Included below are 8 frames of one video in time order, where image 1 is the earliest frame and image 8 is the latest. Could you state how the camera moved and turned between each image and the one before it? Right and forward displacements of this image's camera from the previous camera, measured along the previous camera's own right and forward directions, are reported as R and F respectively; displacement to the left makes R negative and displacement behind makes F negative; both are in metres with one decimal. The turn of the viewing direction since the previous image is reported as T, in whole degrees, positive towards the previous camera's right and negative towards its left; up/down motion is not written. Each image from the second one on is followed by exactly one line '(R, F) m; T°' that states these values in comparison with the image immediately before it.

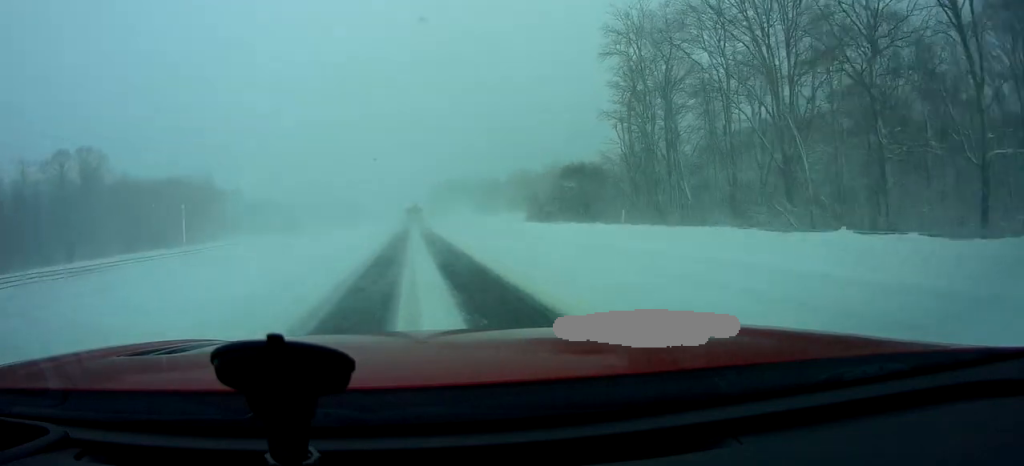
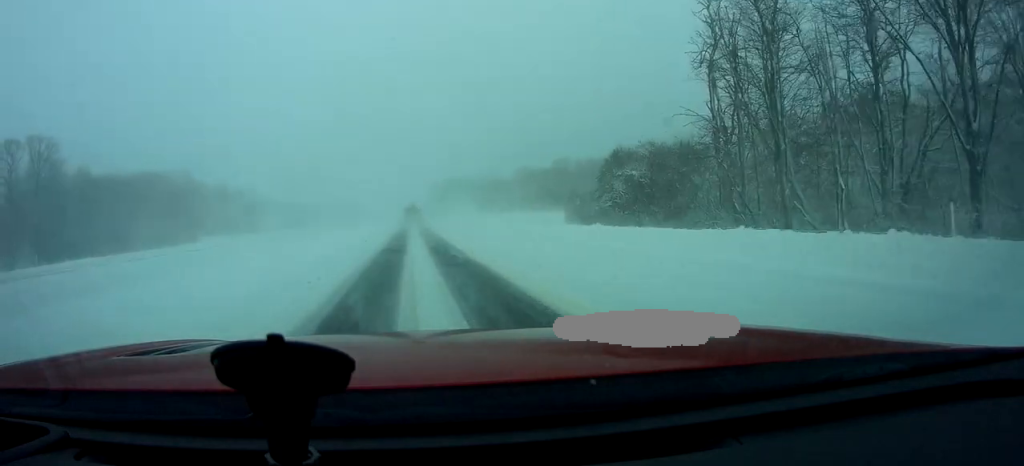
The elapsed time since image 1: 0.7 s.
(0.0, +16.8) m; +1°
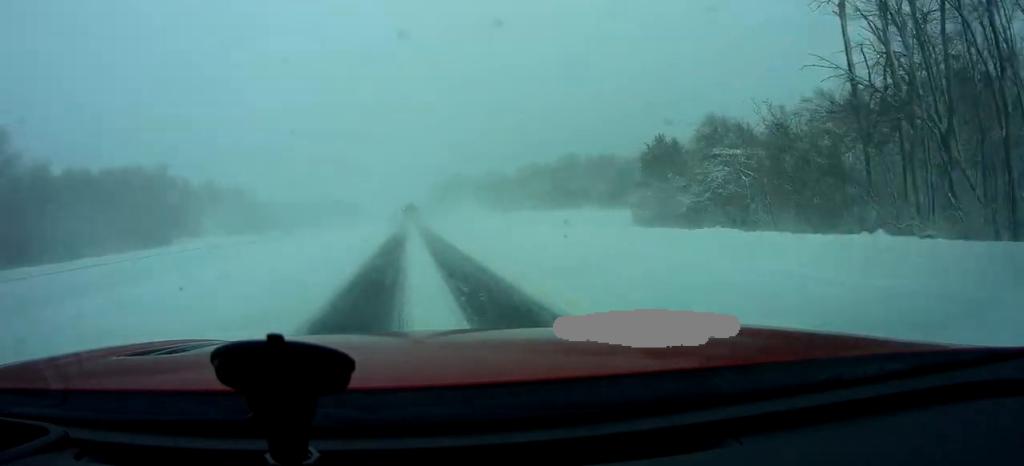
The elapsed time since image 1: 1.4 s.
(+0.5, +15.1) m; +2°
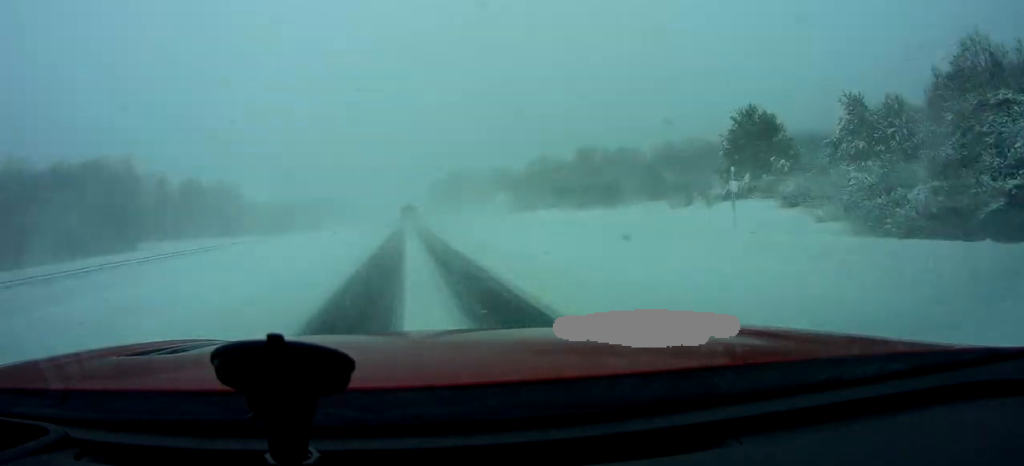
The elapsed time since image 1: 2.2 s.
(0.0, +18.8) m; -1°
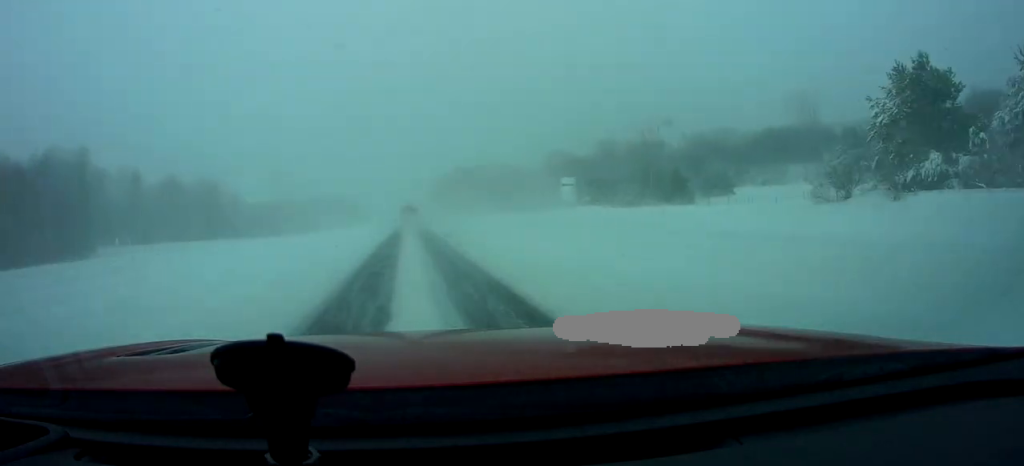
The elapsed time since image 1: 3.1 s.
(-0.4, +19.5) m; -1°
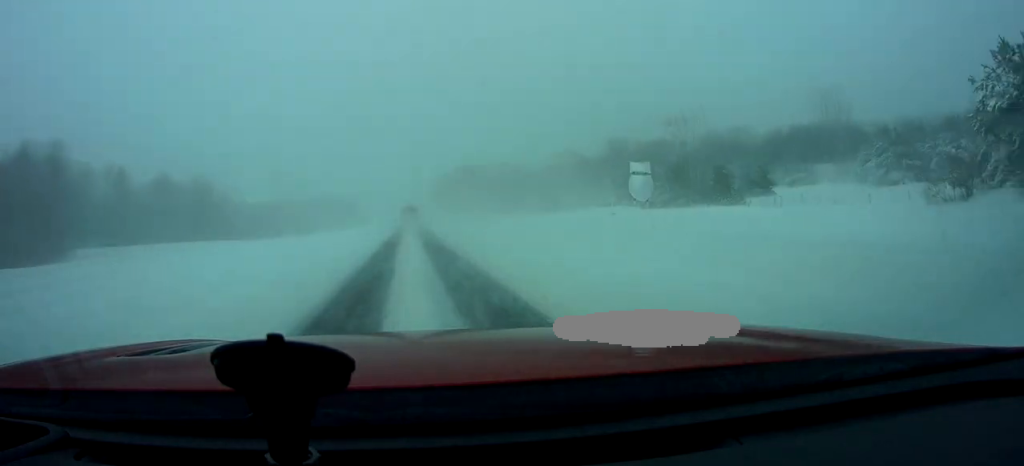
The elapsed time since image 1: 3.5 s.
(-0.1, +8.9) m; 0°
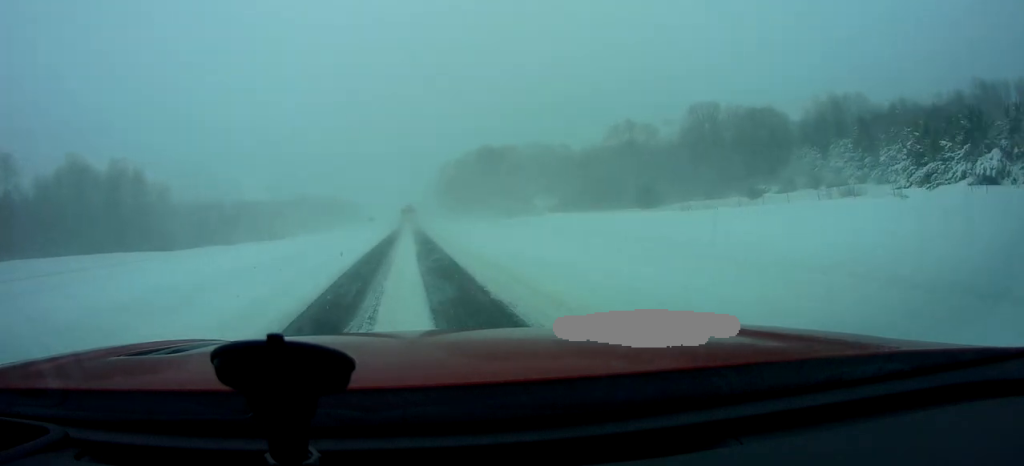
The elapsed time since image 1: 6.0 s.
(+1.6, +54.8) m; +2°
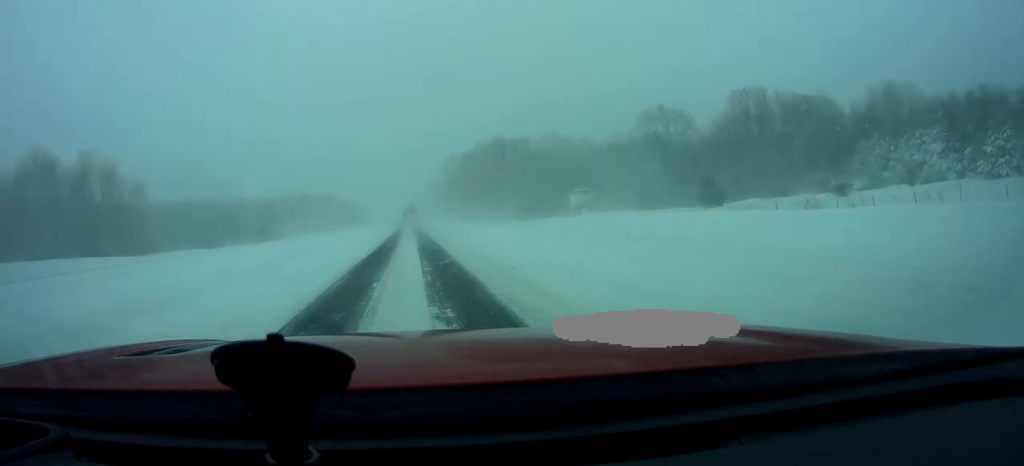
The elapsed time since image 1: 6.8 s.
(-0.1, +16.7) m; -1°
